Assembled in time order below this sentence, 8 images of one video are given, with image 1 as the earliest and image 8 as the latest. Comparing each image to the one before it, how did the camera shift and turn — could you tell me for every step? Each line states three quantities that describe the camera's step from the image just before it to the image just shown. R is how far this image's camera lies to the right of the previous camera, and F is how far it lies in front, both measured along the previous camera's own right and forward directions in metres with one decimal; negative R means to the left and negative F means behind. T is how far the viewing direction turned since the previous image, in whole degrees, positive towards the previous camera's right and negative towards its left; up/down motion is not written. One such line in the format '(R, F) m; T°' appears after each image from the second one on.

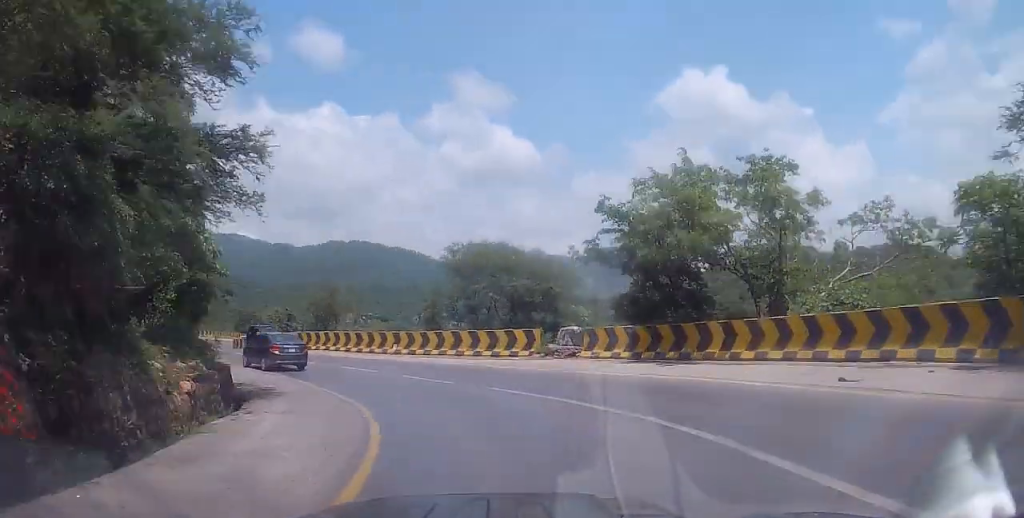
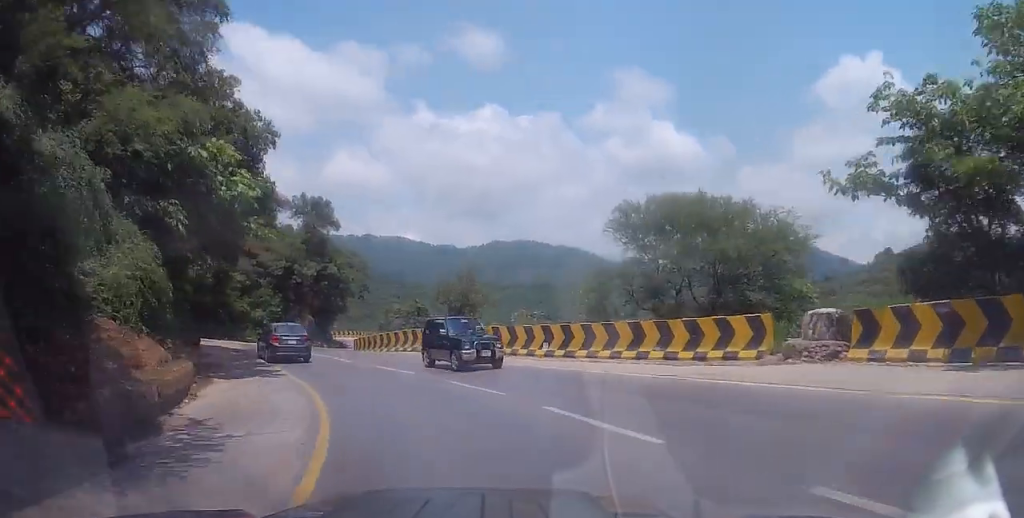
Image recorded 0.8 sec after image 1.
(-1.1, +10.7) m; -13°
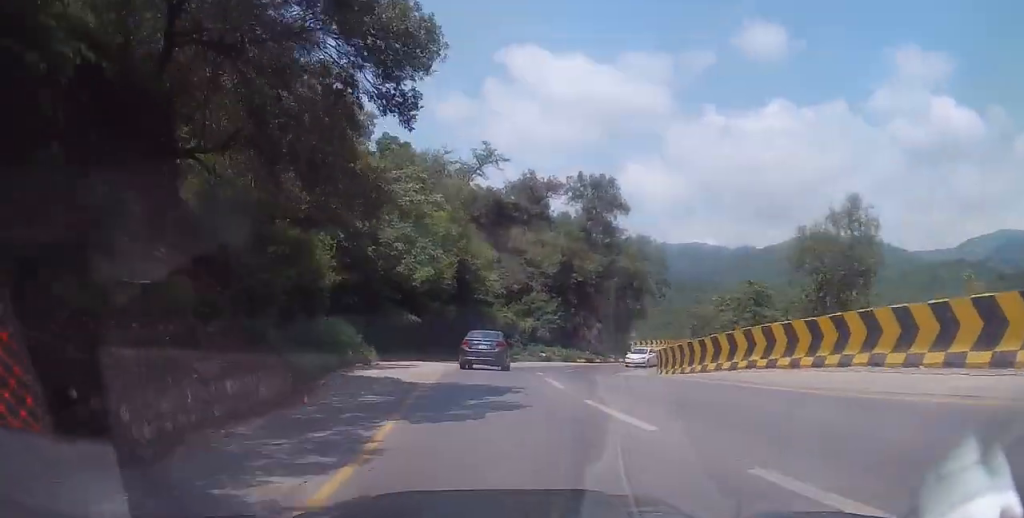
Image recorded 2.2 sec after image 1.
(-3.3, +16.1) m; -22°
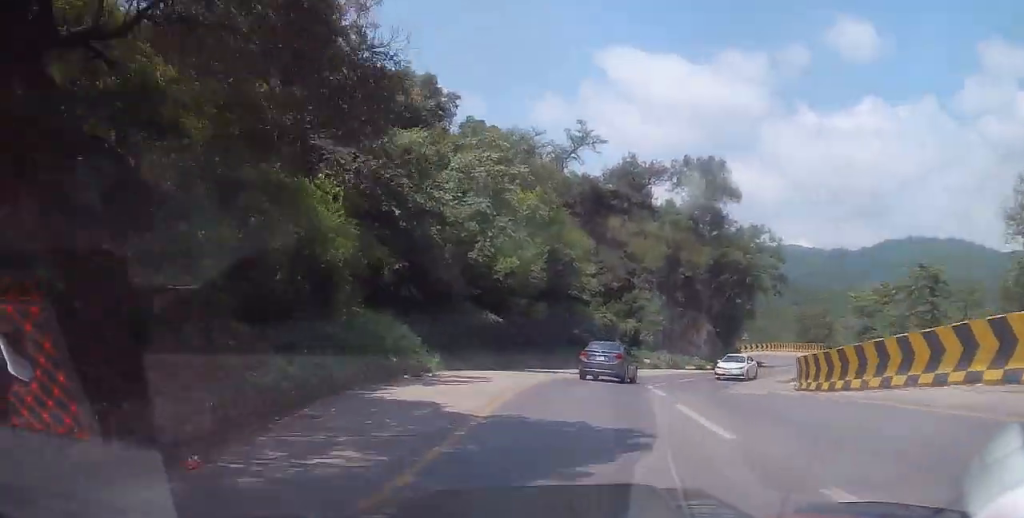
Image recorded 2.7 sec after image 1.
(-0.4, +6.6) m; -8°
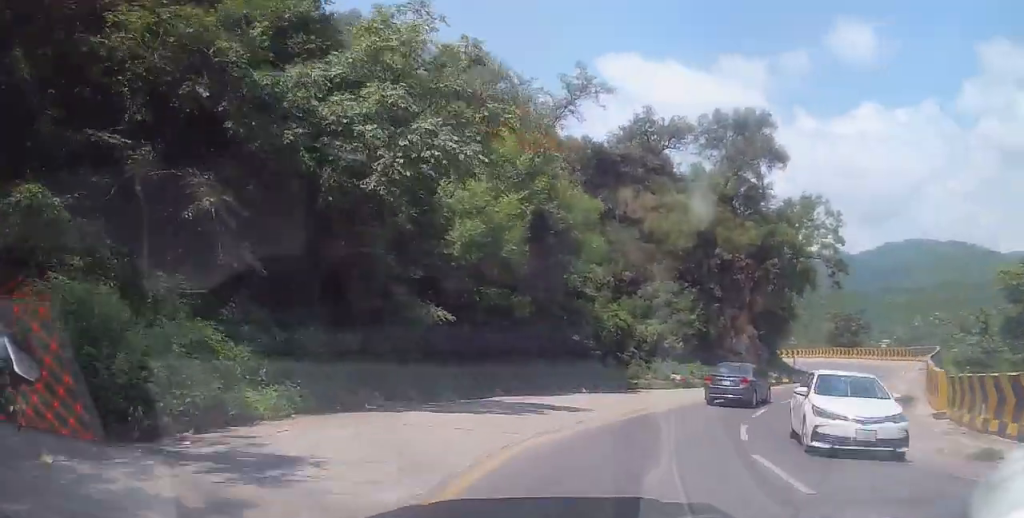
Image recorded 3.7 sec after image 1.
(-0.9, +13.0) m; +1°
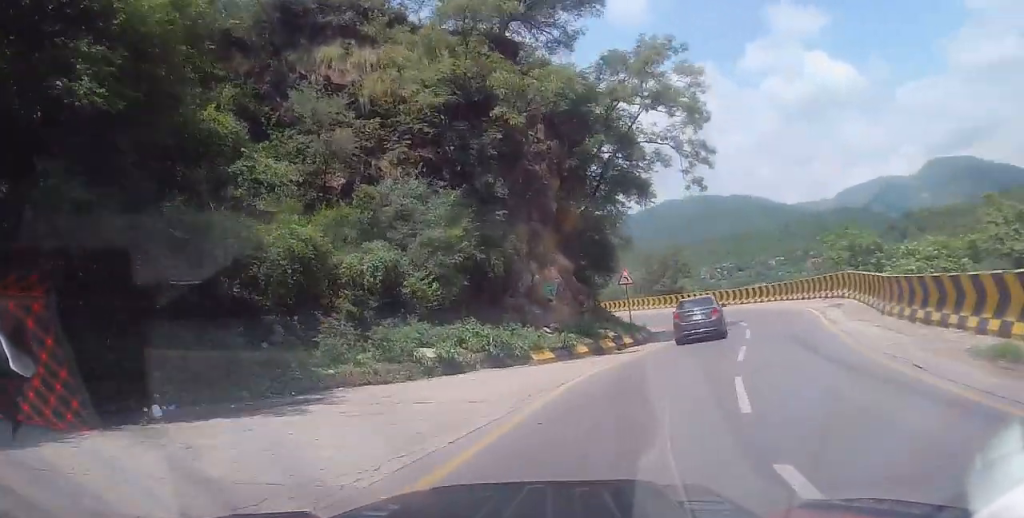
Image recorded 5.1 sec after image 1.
(+2.4, +17.2) m; +16°
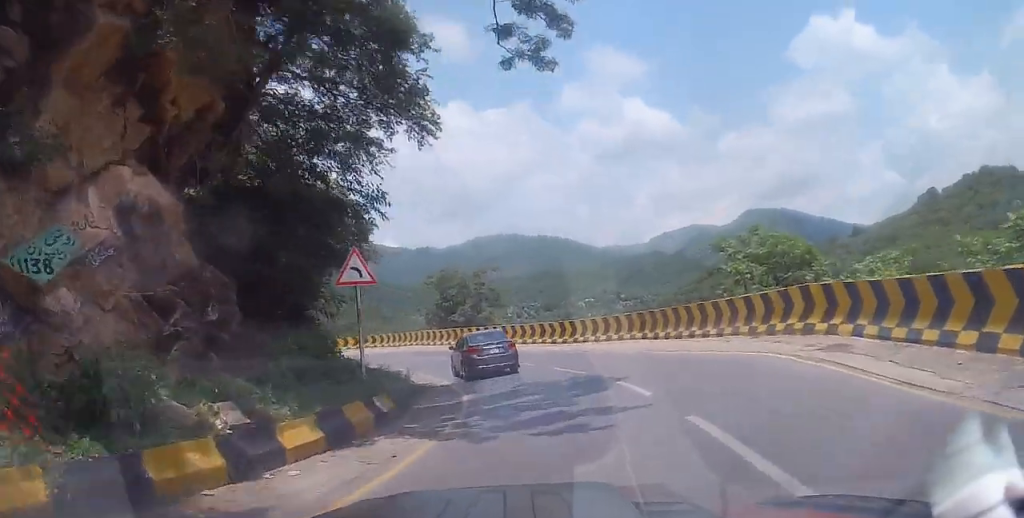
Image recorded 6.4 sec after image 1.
(+2.3, +16.2) m; +10°
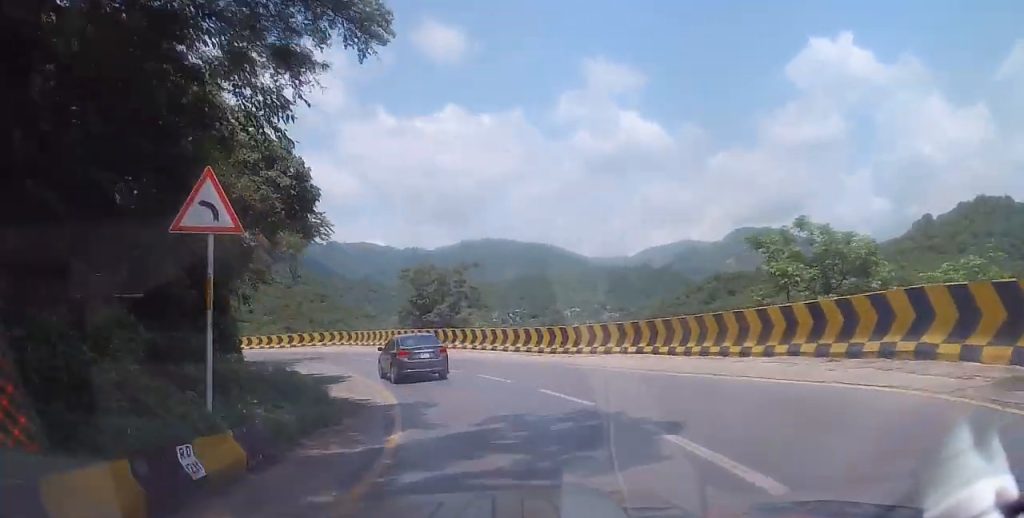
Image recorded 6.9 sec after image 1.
(+0.1, +5.8) m; -1°
